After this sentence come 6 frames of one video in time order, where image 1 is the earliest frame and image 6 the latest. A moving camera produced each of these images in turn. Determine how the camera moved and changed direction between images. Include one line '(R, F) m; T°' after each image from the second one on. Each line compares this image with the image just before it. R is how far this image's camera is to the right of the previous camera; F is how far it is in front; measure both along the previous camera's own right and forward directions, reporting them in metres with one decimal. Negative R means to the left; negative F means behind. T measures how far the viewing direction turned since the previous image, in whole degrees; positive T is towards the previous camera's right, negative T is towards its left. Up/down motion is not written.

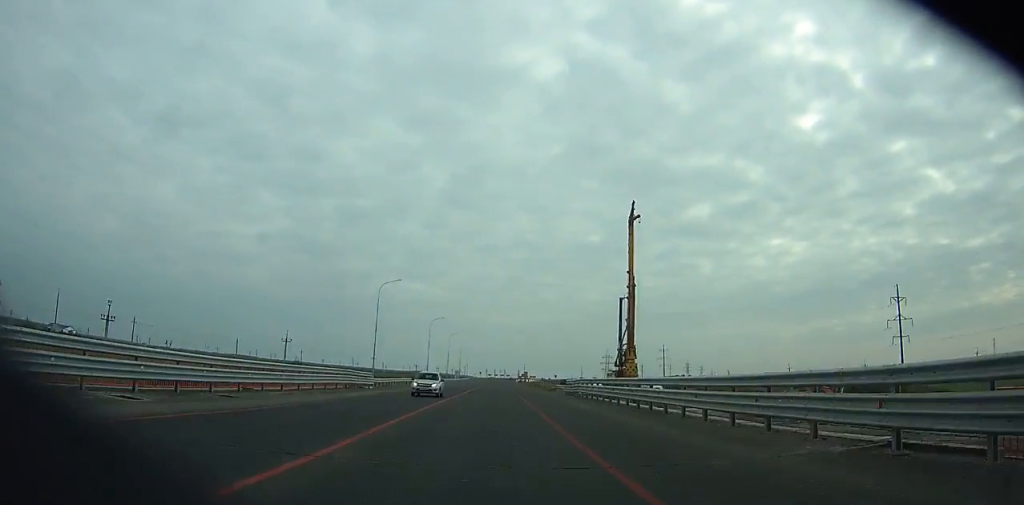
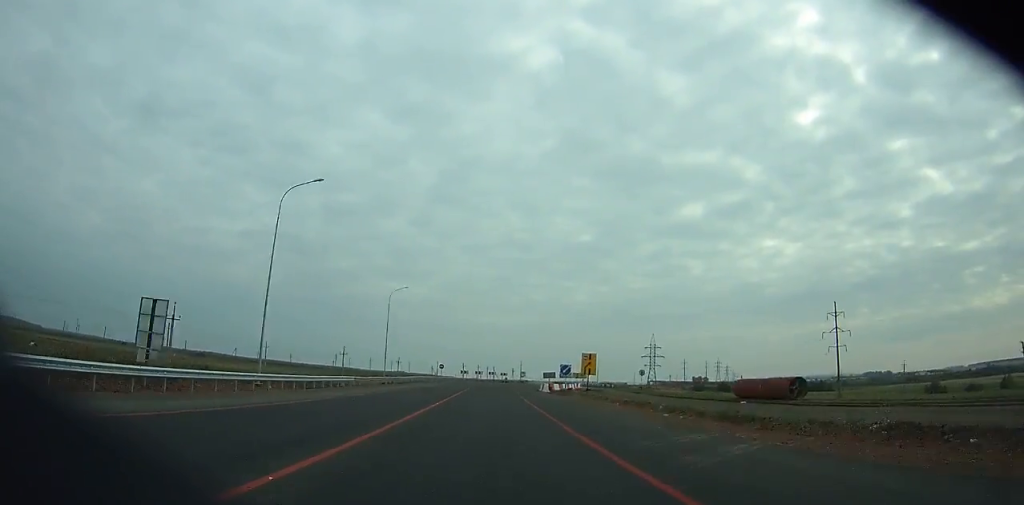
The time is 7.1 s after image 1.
(+1.3, +138.9) m; +1°
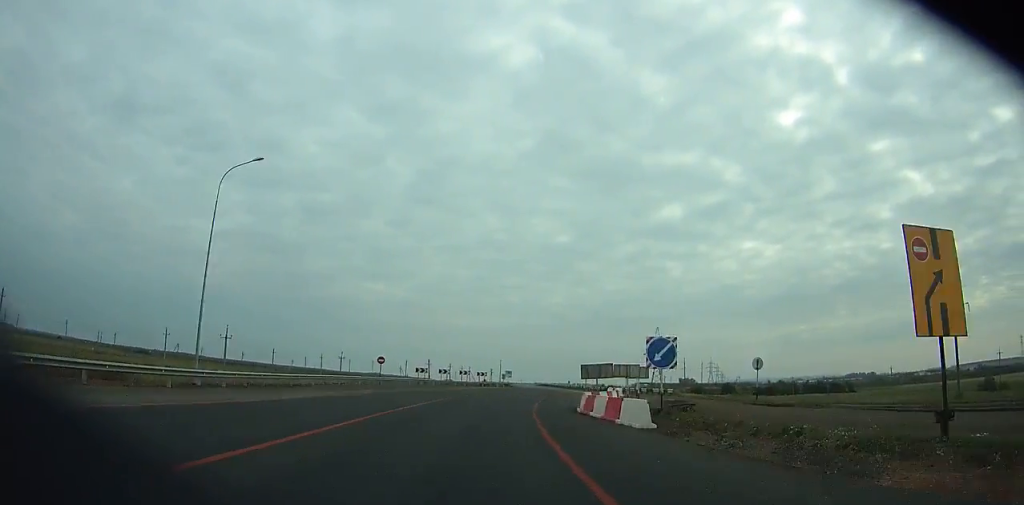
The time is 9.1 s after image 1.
(+0.5, +41.6) m; +2°
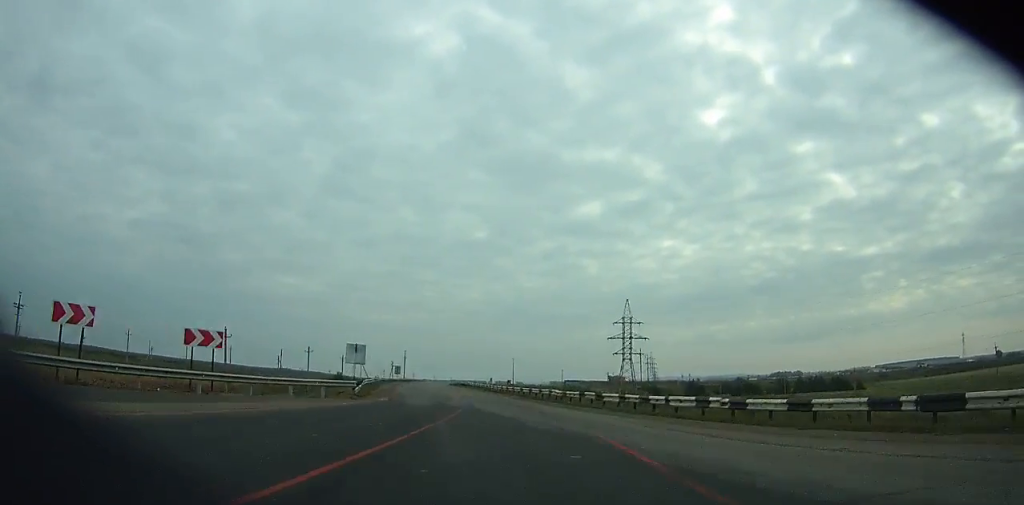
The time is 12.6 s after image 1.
(+3.1, +73.6) m; +4°
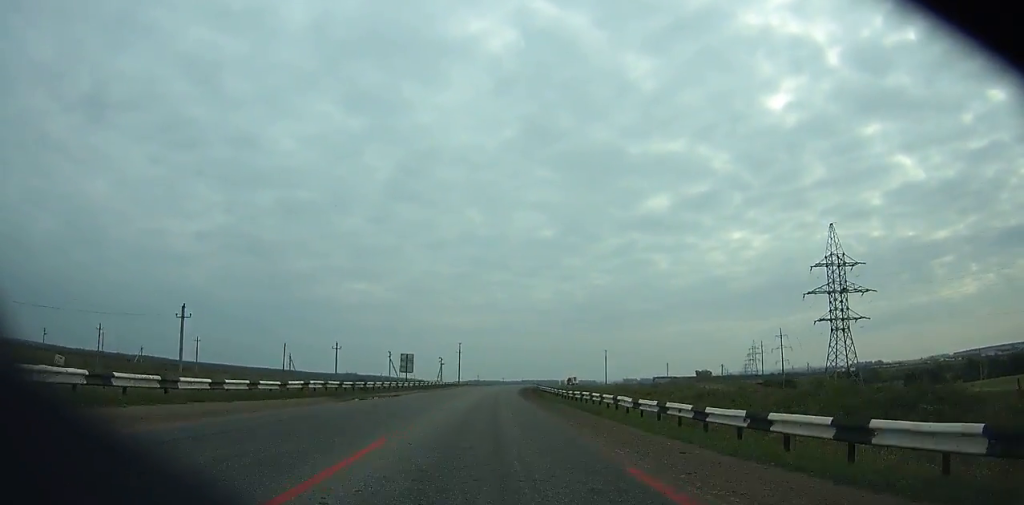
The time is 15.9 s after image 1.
(+0.9, +70.8) m; 0°
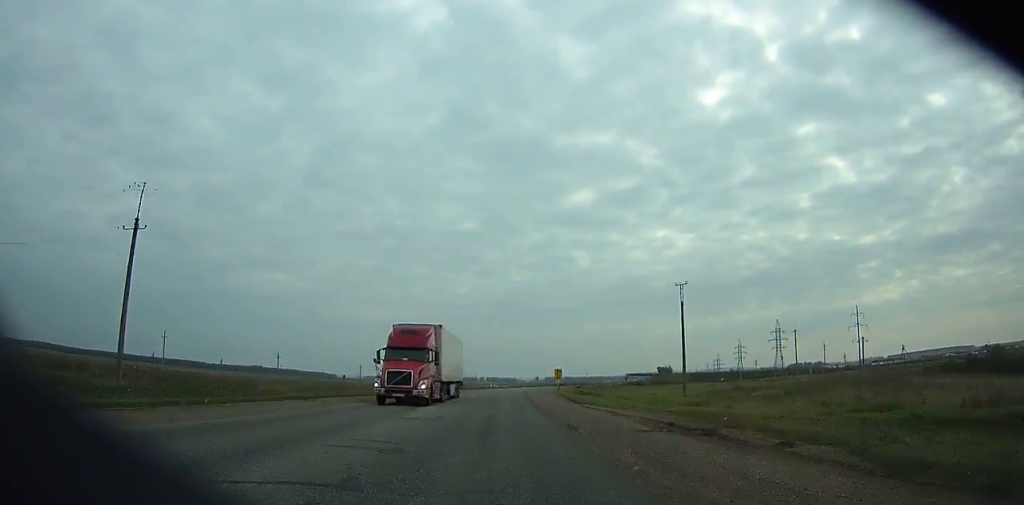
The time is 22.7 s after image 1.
(+1.4, +149.1) m; +4°
